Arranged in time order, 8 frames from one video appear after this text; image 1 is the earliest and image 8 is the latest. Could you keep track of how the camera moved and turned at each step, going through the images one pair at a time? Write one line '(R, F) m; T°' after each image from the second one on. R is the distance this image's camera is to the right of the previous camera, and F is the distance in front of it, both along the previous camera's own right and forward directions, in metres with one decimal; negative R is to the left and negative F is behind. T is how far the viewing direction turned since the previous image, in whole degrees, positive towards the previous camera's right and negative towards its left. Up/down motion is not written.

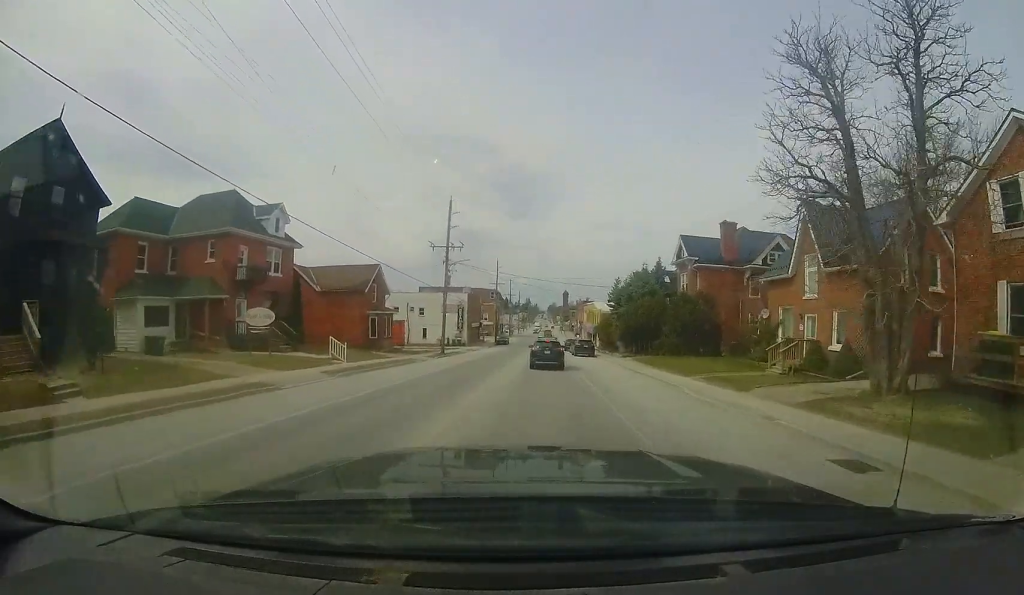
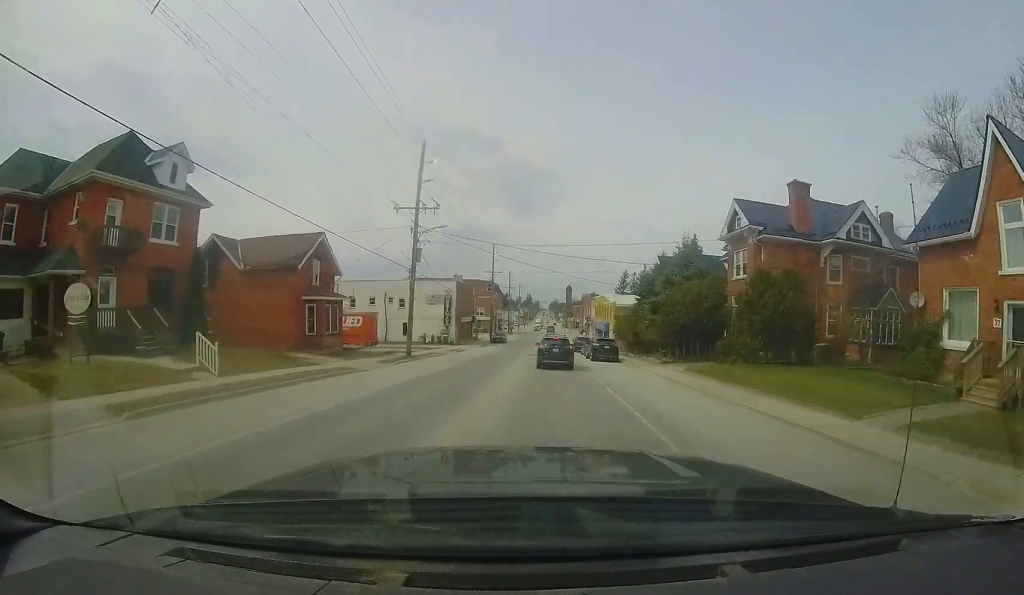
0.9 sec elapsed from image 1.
(-0.2, +9.2) m; -1°
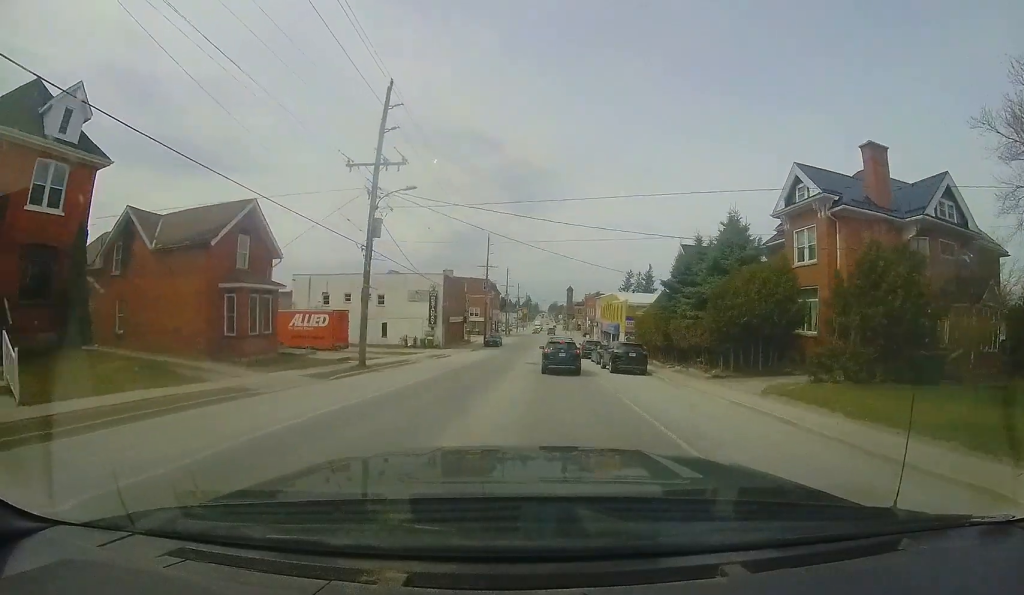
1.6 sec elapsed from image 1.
(0.0, +6.6) m; 0°
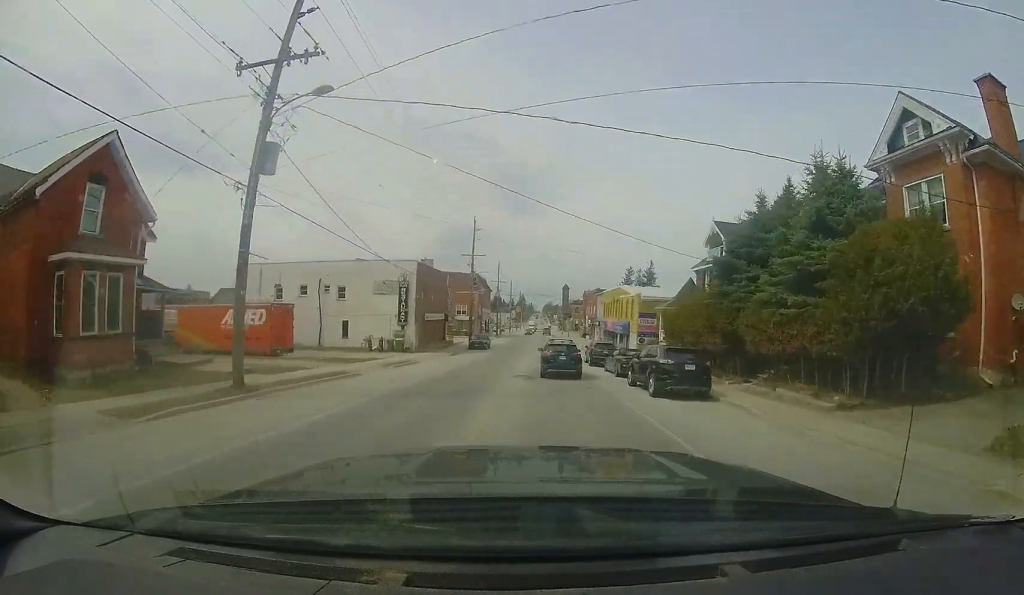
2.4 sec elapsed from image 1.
(0.0, +7.8) m; 0°
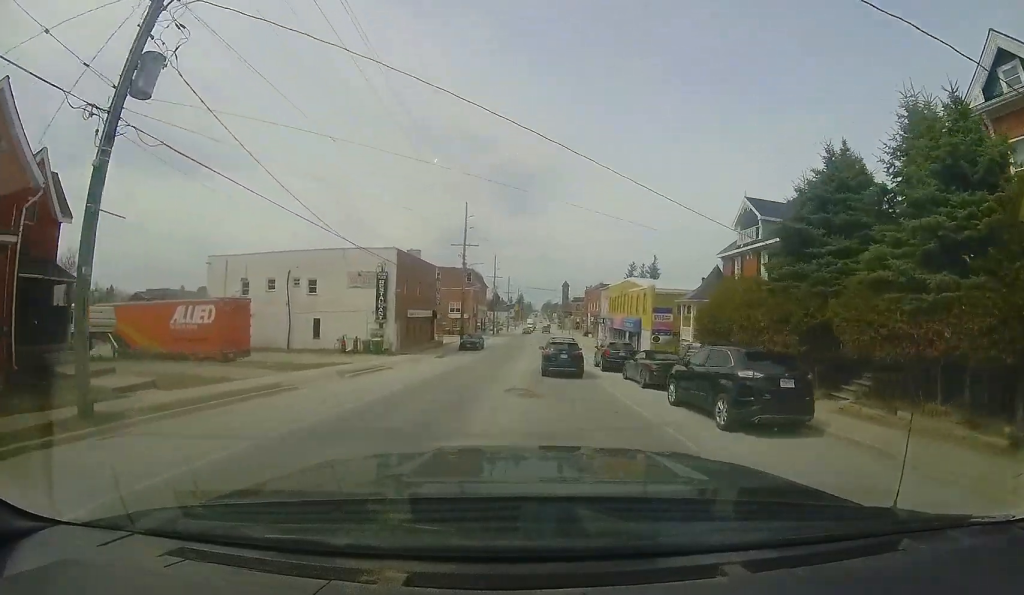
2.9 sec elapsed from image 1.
(0.0, +4.8) m; 0°
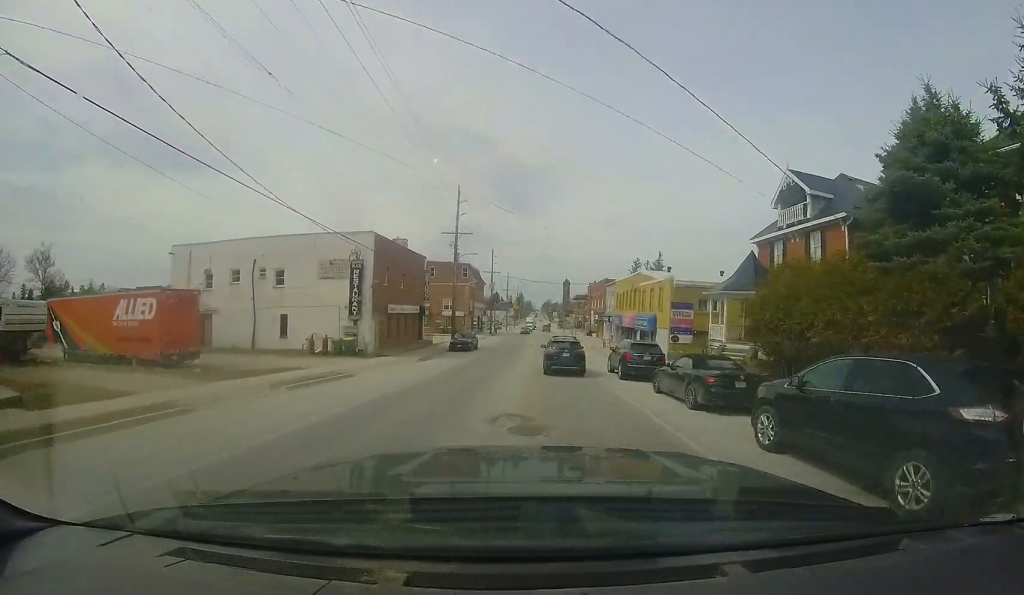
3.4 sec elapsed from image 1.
(0.0, +4.2) m; -1°
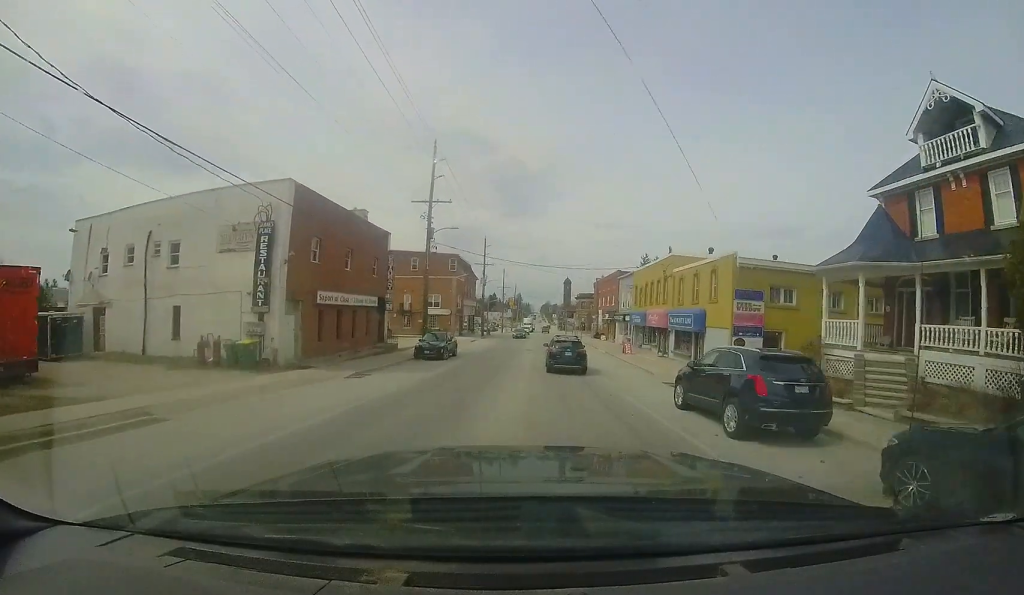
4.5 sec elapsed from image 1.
(-0.1, +9.1) m; -1°
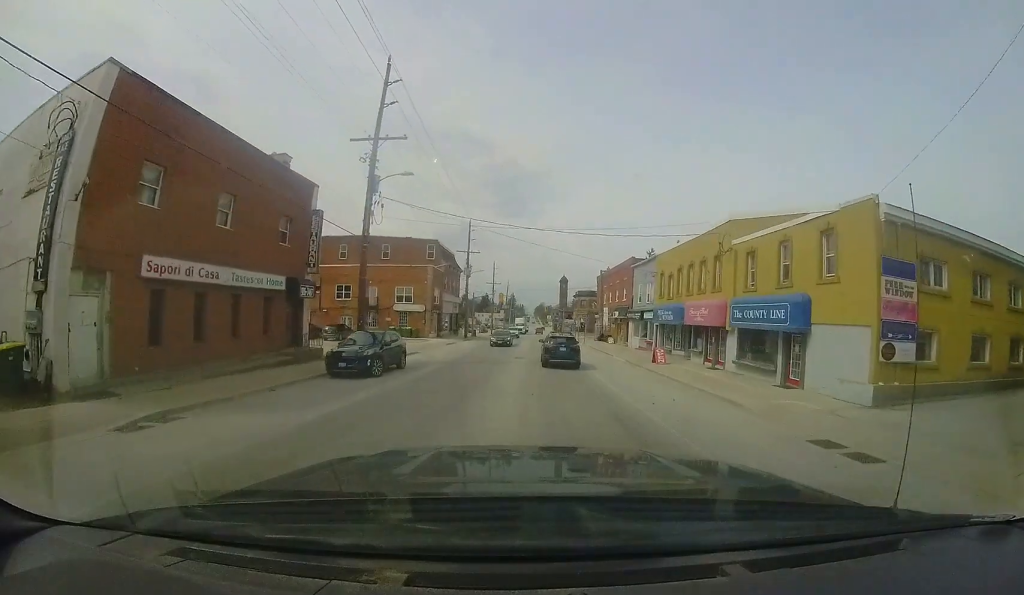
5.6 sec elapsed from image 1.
(+0.1, +9.3) m; +2°
